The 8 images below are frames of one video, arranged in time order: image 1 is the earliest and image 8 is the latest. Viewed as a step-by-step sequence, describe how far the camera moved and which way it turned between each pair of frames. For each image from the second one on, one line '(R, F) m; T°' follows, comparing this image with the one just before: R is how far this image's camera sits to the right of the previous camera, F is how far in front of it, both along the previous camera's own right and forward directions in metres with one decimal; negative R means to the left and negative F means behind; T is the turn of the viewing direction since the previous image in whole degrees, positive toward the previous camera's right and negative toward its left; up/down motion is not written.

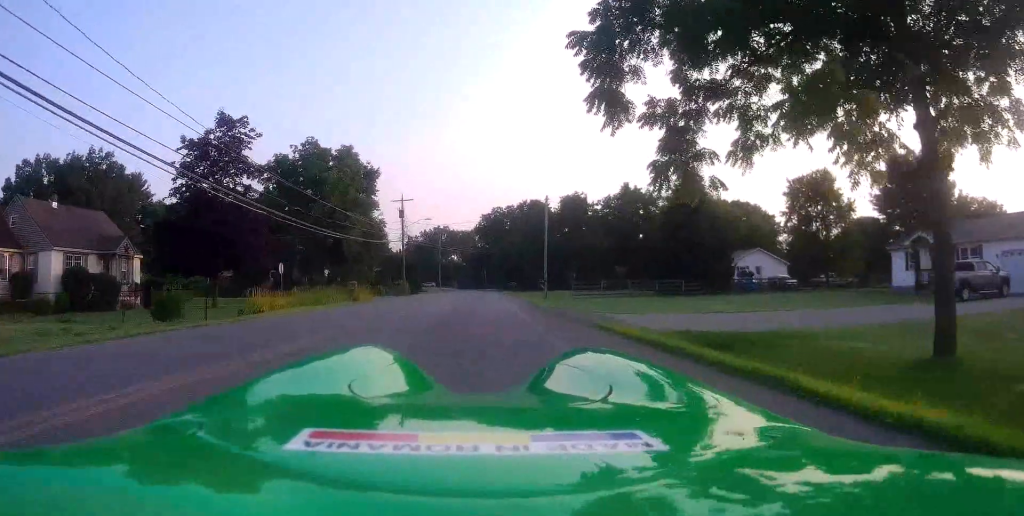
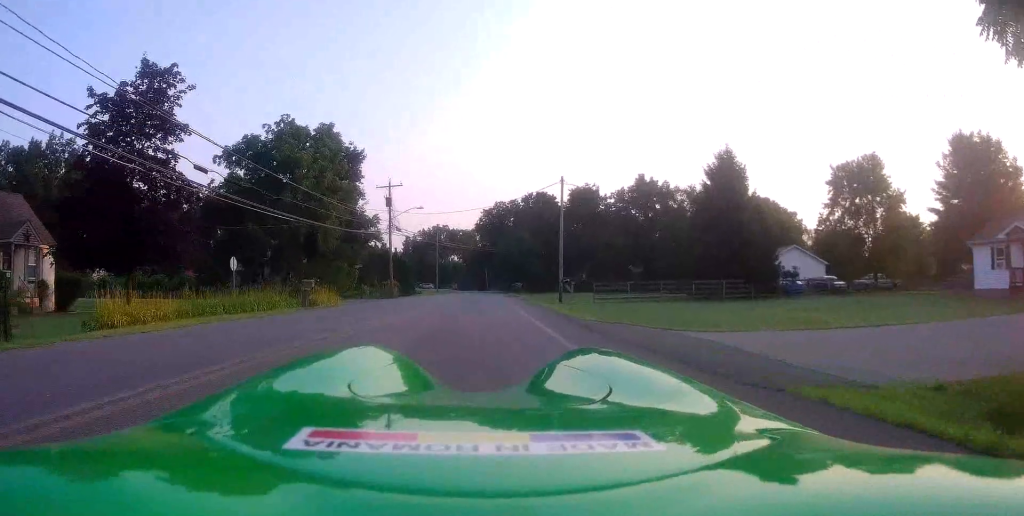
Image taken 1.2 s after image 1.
(0.0, +9.2) m; 0°
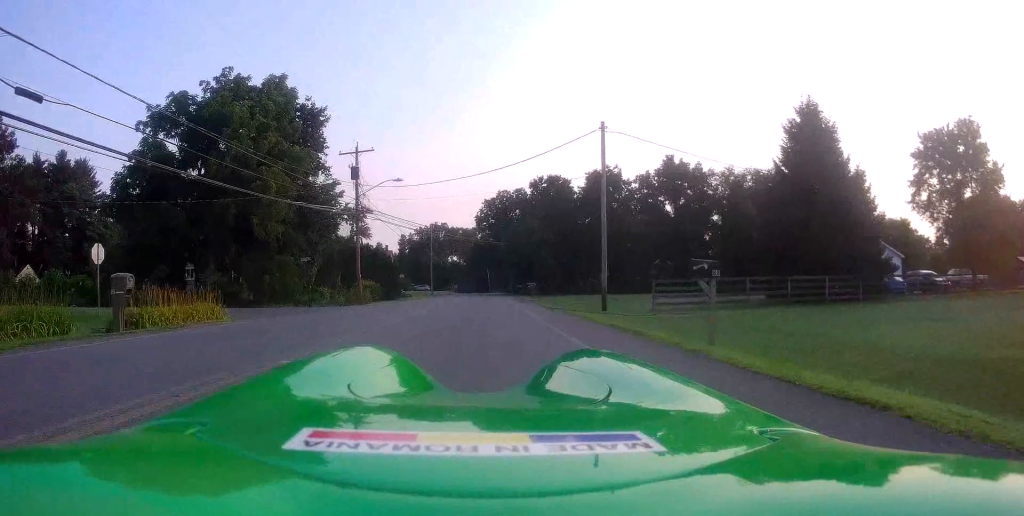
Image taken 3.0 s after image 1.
(0.0, +13.9) m; 0°
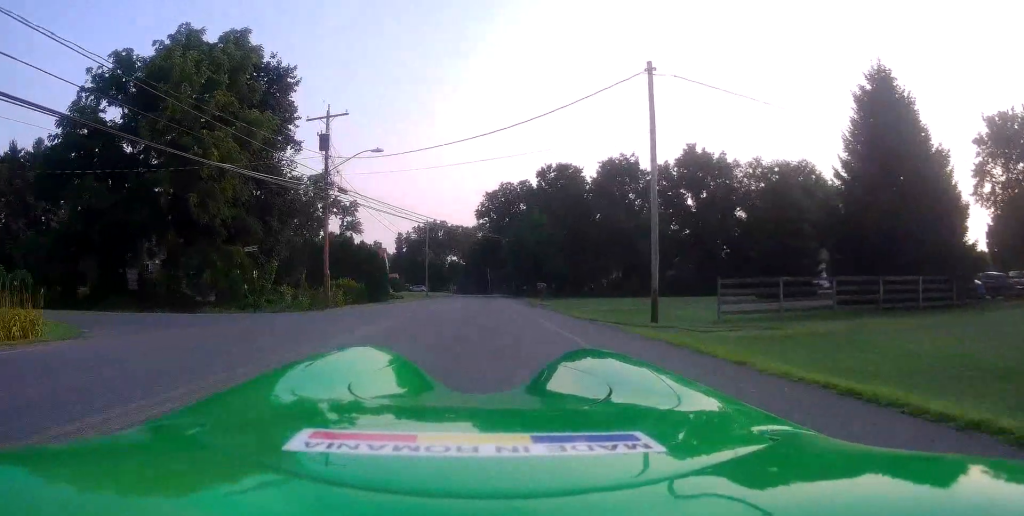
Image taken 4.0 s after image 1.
(0.0, +7.9) m; 0°
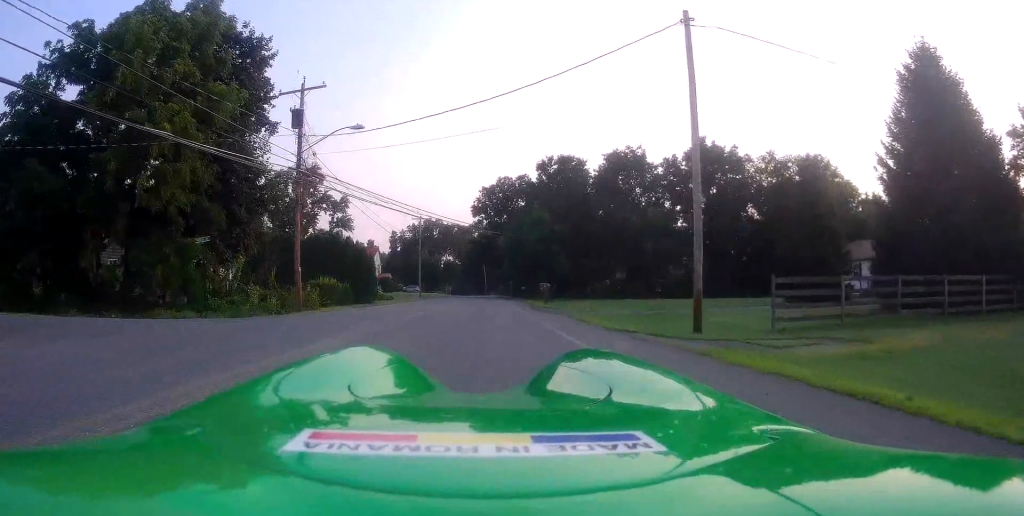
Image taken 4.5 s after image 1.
(-0.1, +4.2) m; 0°
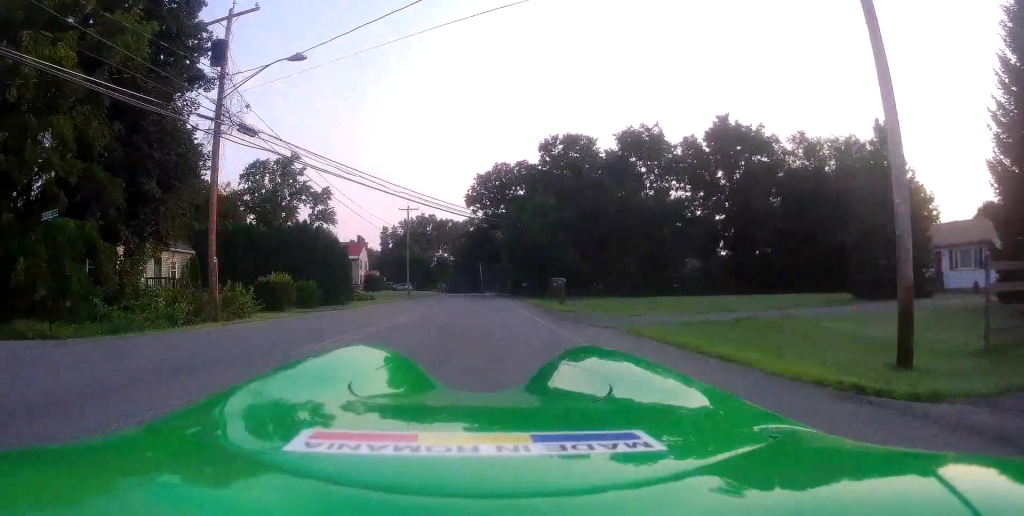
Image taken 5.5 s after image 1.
(+0.1, +8.3) m; +3°
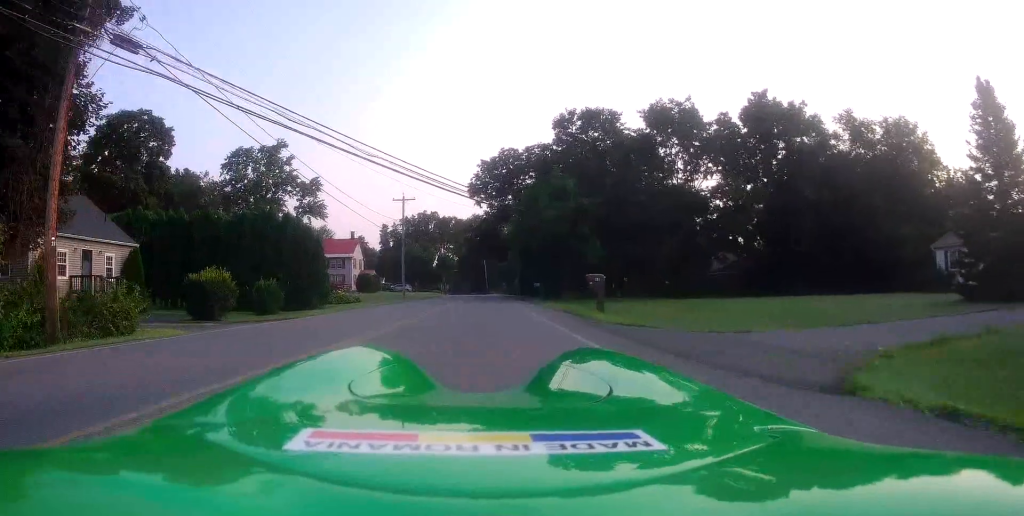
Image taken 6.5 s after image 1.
(+0.4, +7.8) m; 0°
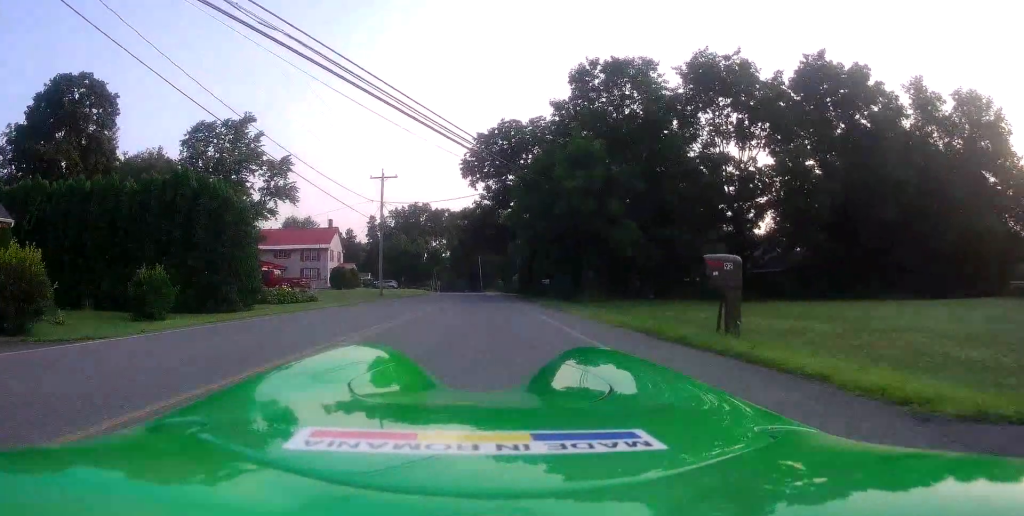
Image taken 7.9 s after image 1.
(-0.5, +10.3) m; -3°
